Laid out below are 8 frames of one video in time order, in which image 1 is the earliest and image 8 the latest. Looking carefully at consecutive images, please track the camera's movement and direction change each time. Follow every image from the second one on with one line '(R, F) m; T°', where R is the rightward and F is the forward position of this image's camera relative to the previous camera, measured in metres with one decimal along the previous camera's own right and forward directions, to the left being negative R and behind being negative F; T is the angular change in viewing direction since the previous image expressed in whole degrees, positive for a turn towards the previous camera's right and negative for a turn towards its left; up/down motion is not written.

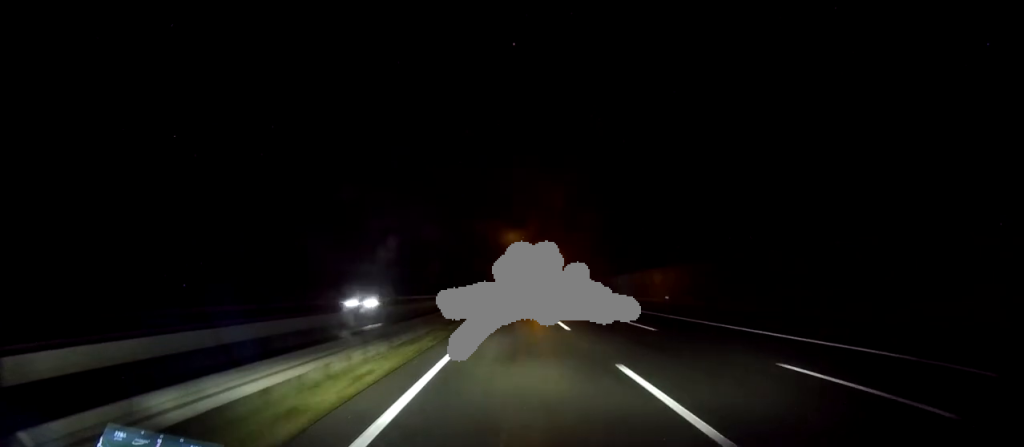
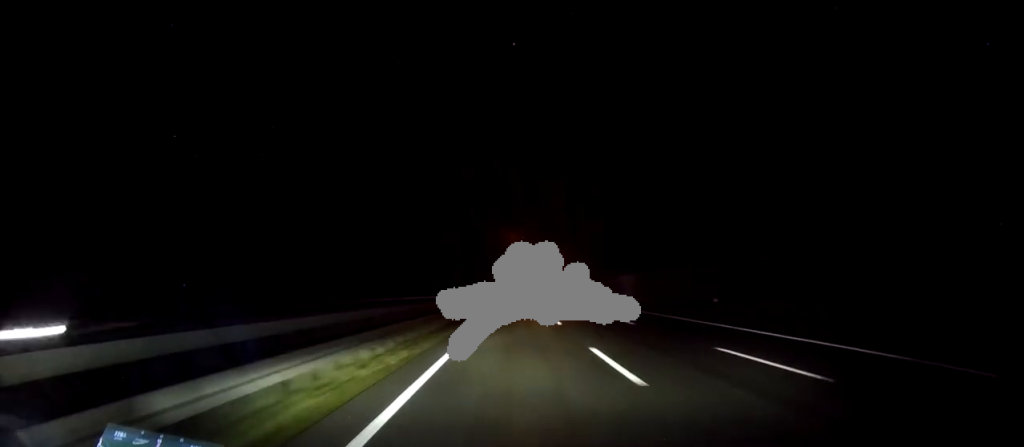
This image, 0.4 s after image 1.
(+0.1, +14.0) m; +1°
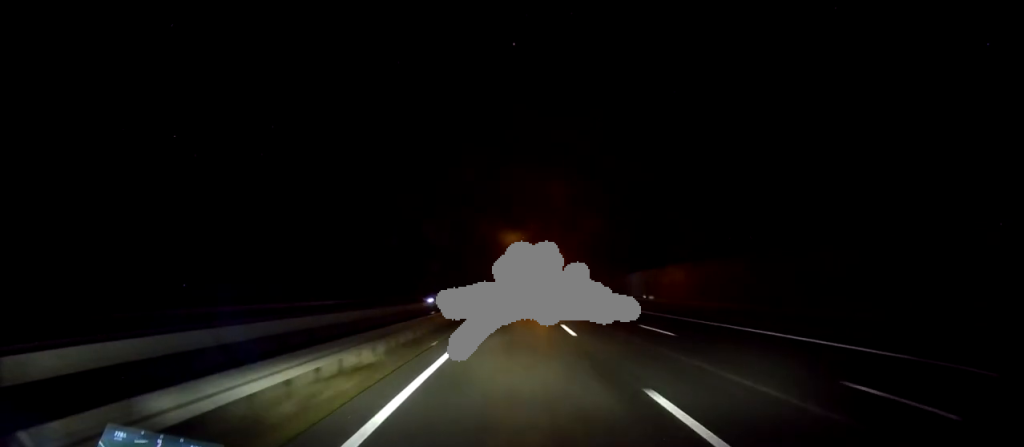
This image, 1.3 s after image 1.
(+0.3, +26.0) m; +1°
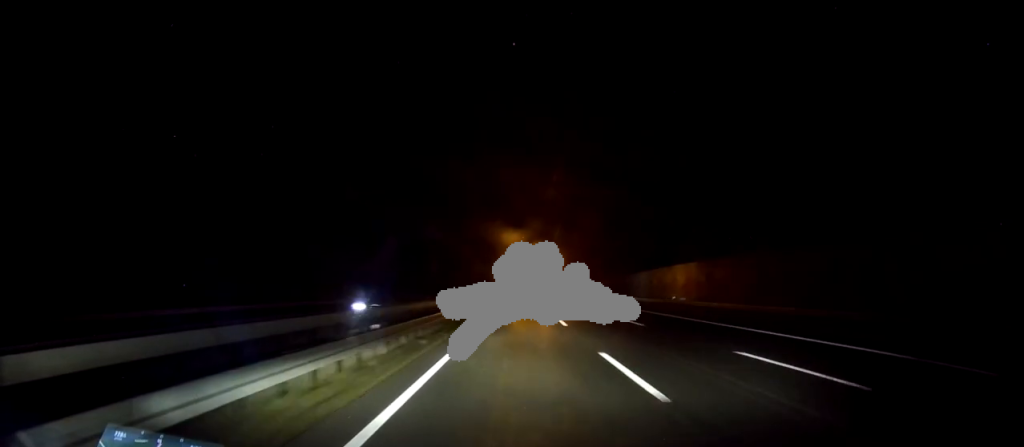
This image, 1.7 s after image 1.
(+0.1, +12.4) m; 0°
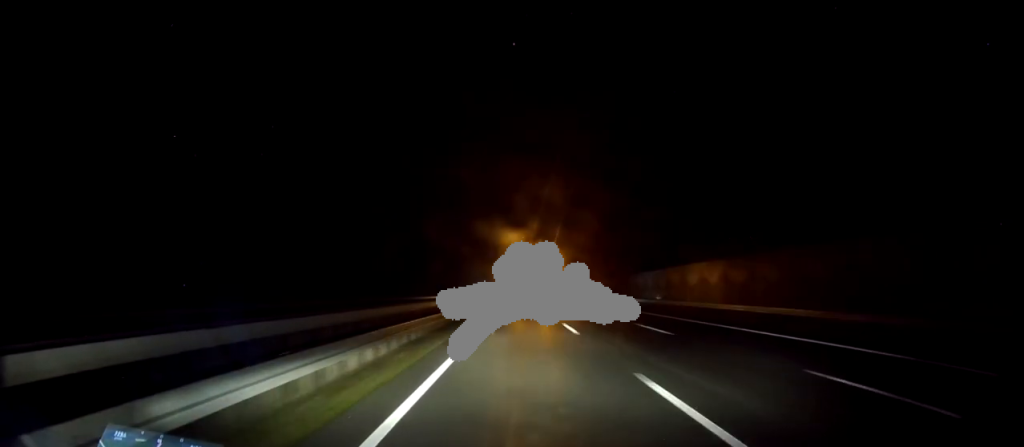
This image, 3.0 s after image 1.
(+0.2, +41.0) m; 0°
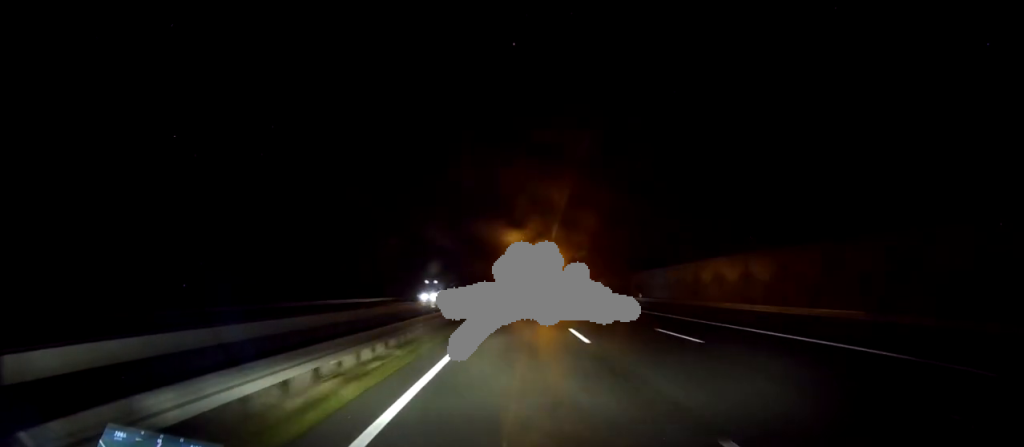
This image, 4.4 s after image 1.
(+0.3, +40.9) m; +1°
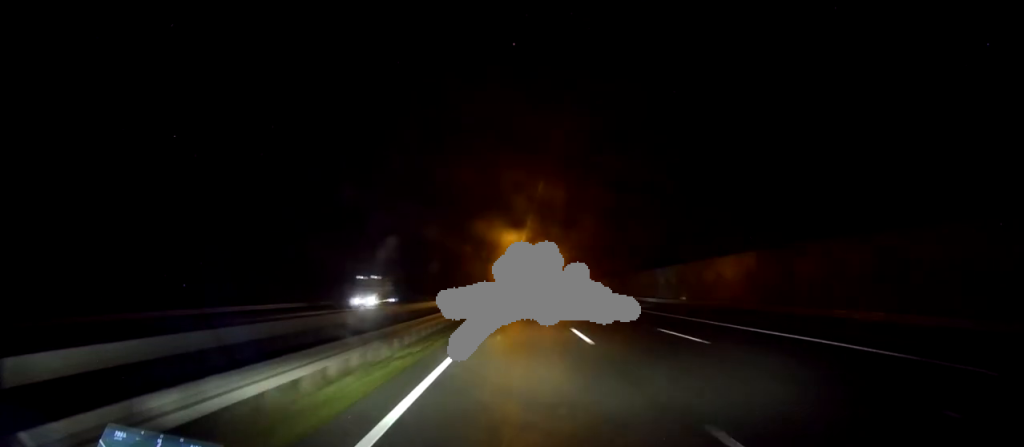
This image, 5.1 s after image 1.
(+0.2, +18.2) m; 0°
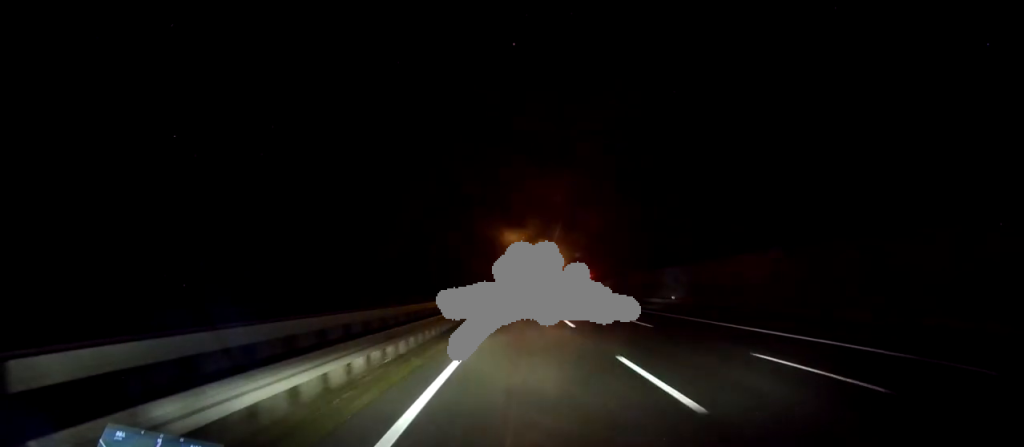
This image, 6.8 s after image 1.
(+0.9, +46.5) m; +2°
